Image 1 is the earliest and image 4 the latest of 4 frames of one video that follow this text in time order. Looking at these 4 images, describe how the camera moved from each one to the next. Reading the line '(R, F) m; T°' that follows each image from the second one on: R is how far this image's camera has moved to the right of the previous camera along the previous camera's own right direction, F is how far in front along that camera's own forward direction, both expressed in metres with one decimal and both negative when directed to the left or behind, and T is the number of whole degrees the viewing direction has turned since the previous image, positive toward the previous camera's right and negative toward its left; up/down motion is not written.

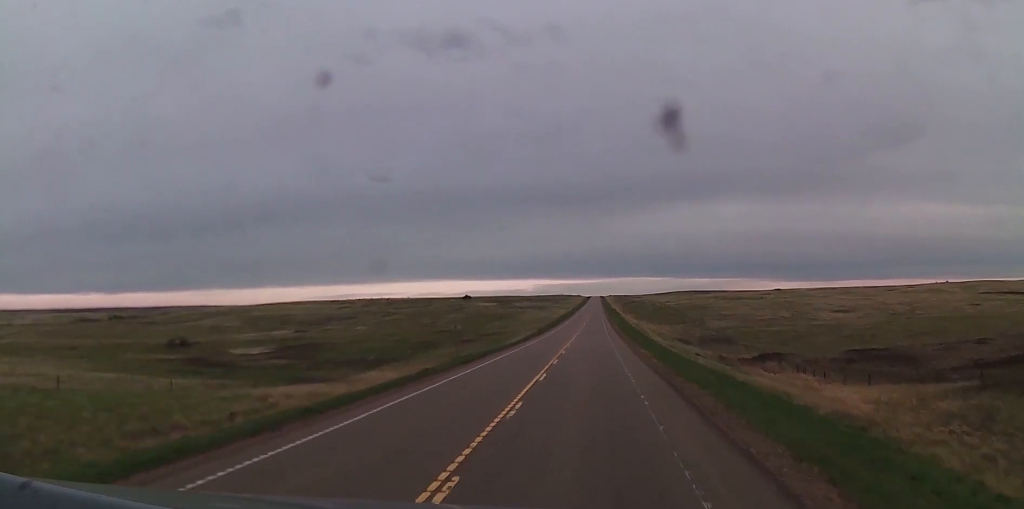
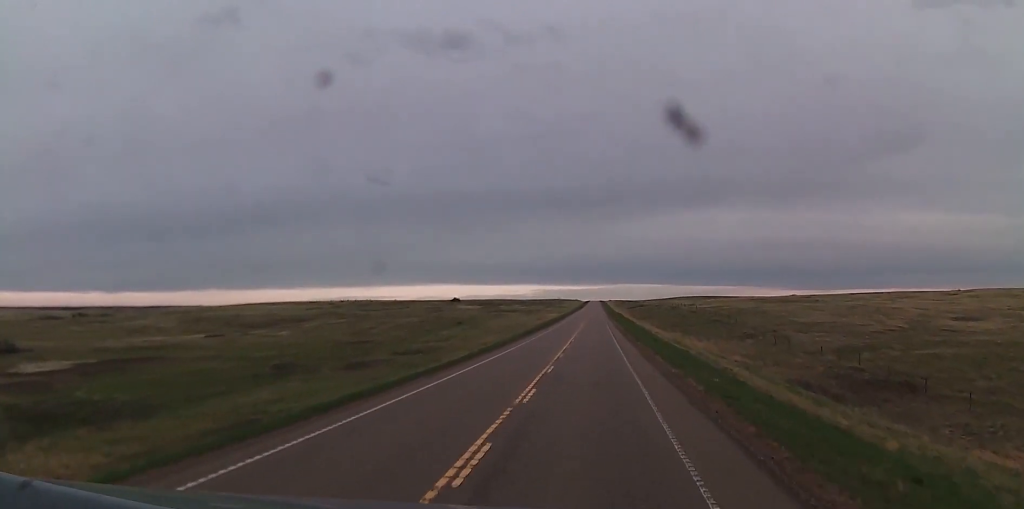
(+0.3, +68.7) m; 0°
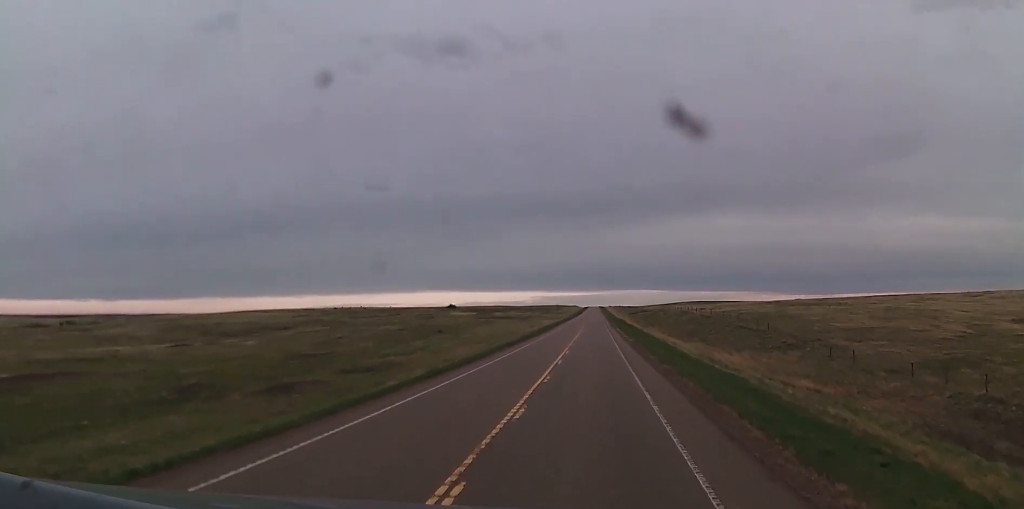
(0.0, +20.2) m; 0°
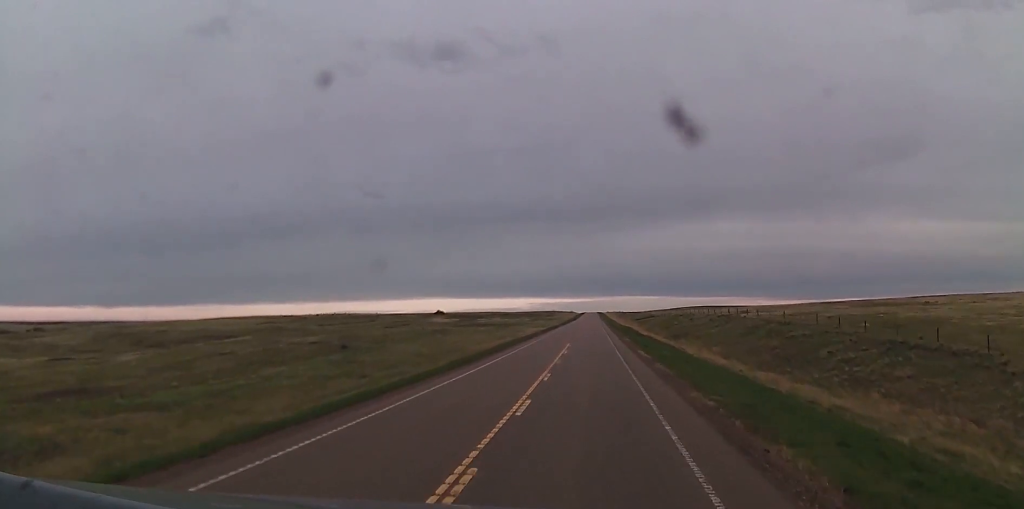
(+0.4, +52.5) m; 0°
